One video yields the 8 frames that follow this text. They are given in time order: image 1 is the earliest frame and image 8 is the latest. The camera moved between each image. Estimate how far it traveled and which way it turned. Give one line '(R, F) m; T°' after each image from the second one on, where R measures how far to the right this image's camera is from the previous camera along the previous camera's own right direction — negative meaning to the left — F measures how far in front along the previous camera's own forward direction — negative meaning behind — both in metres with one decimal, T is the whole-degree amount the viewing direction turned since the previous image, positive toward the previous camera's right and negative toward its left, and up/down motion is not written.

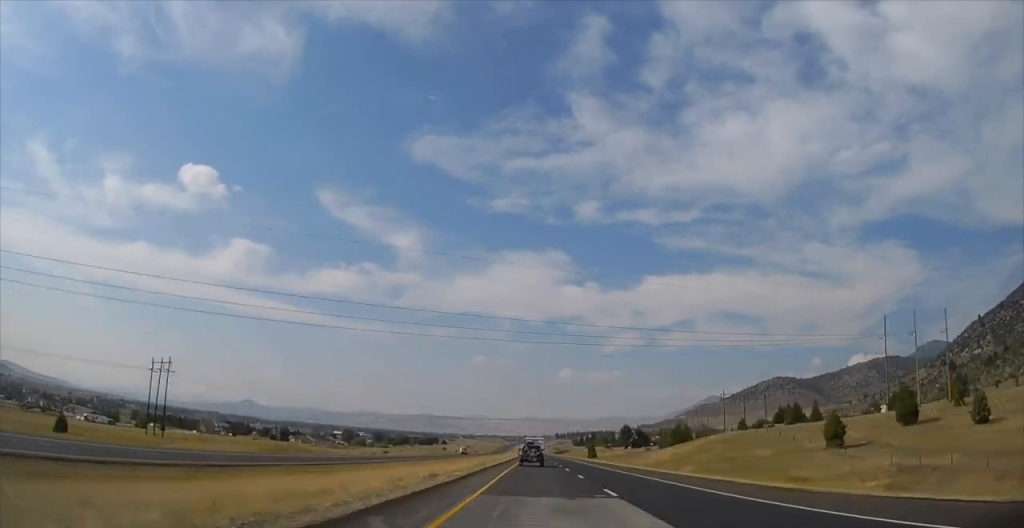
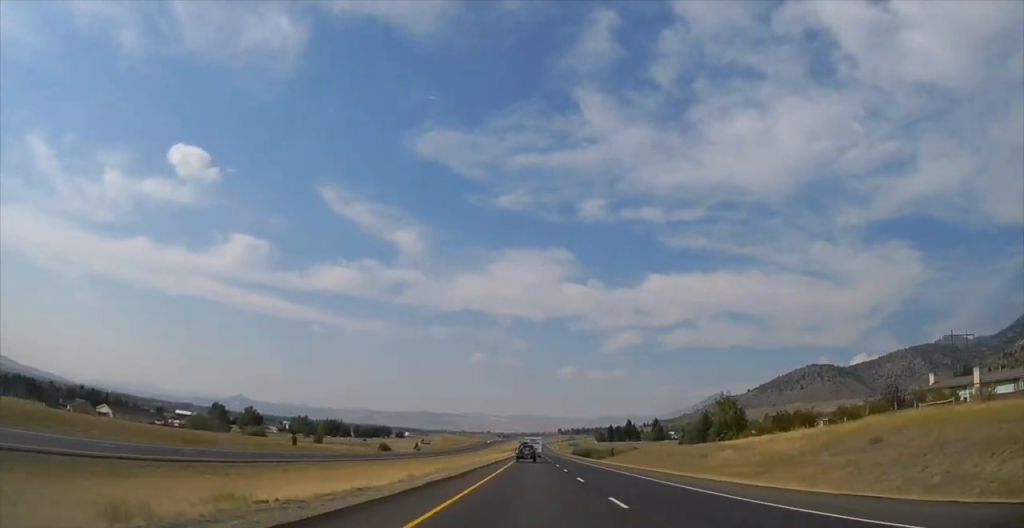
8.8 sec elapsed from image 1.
(-0.3, +276.8) m; 0°
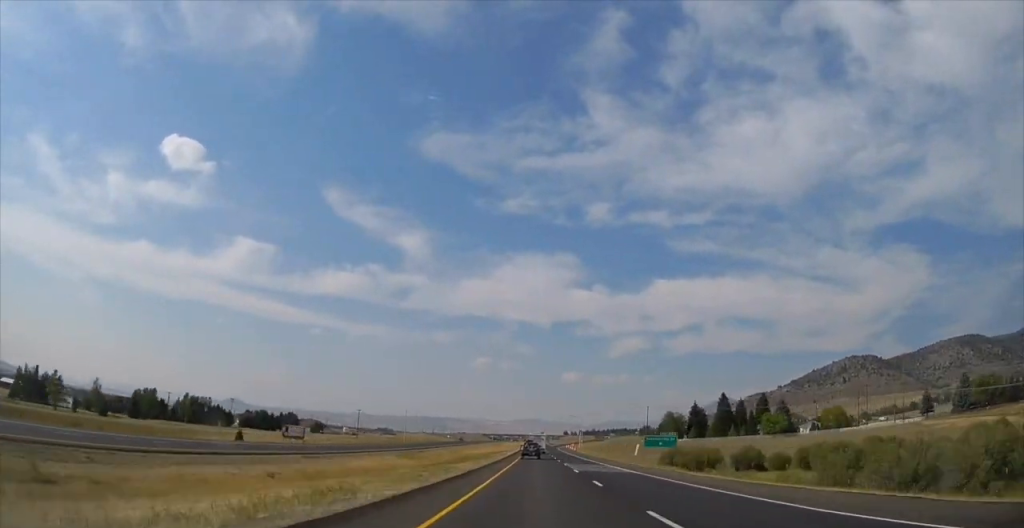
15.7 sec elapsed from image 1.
(-0.1, +220.3) m; 0°
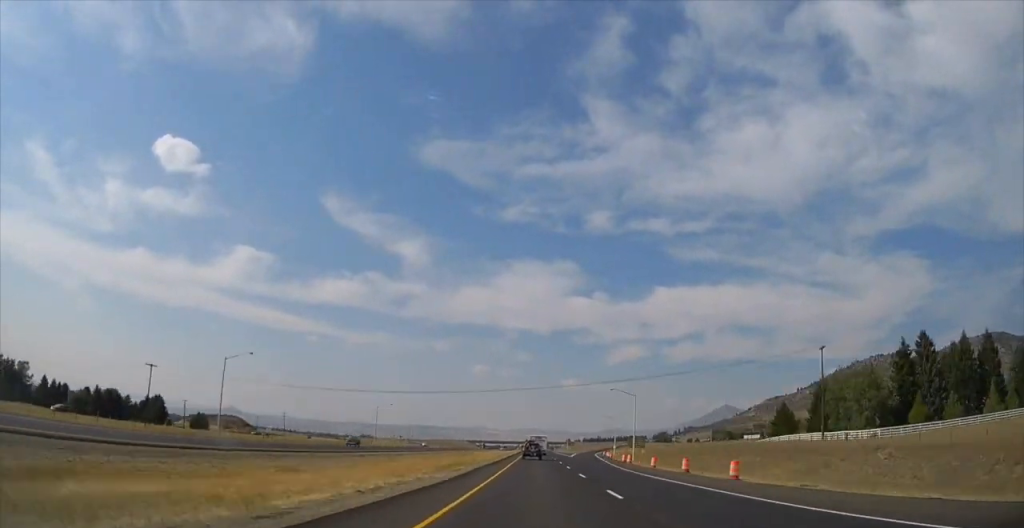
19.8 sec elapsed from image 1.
(+0.4, +125.0) m; 0°
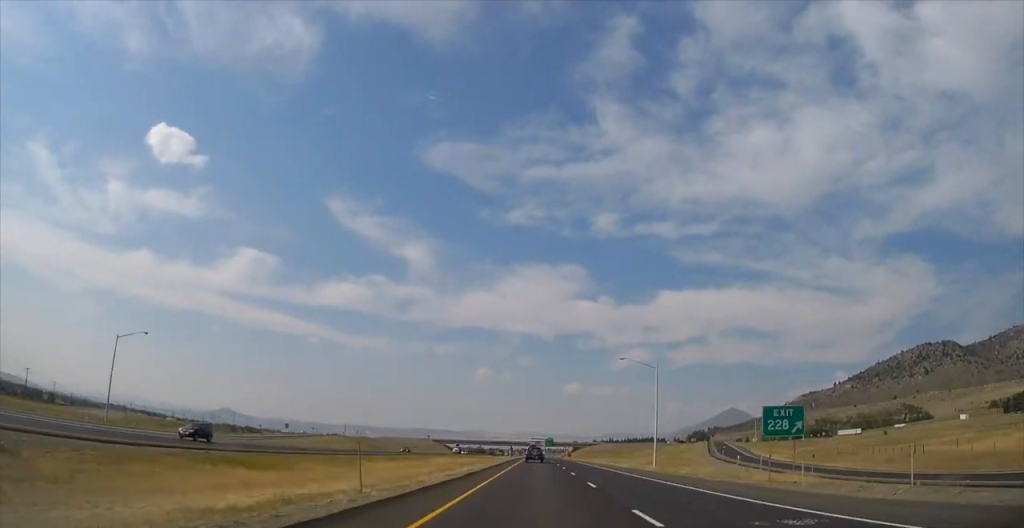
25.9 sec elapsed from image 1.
(-0.2, +191.7) m; 0°
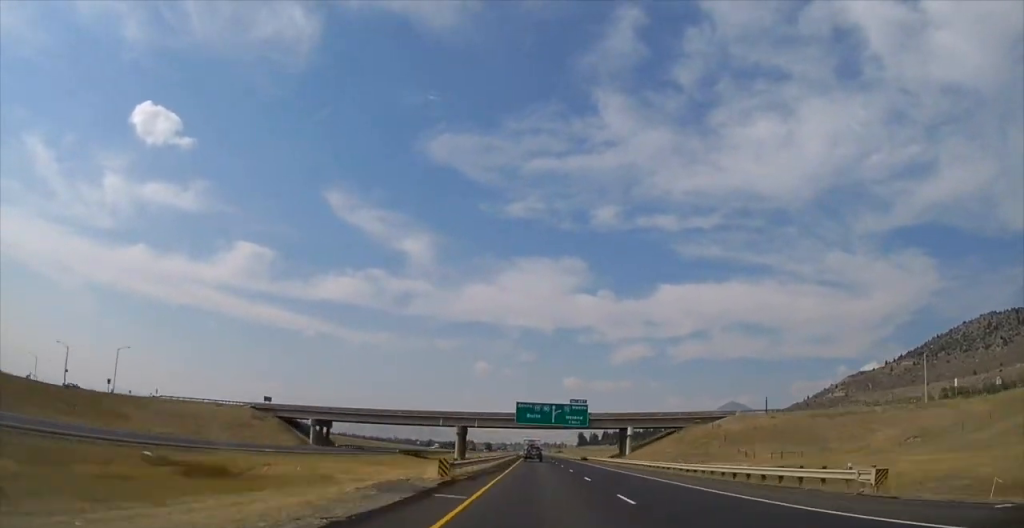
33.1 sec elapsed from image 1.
(0.0, +231.2) m; 0°
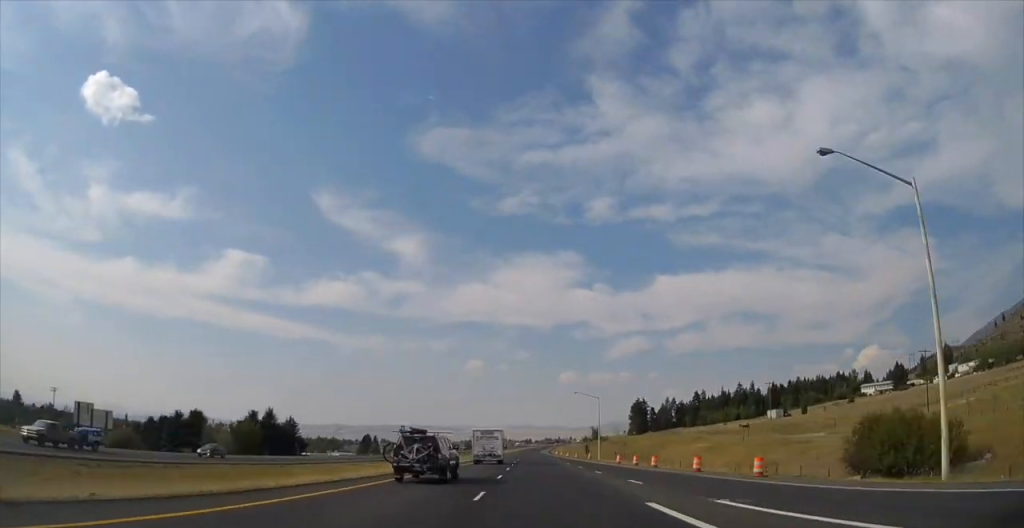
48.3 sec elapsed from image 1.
(+3.8, +535.3) m; +2°
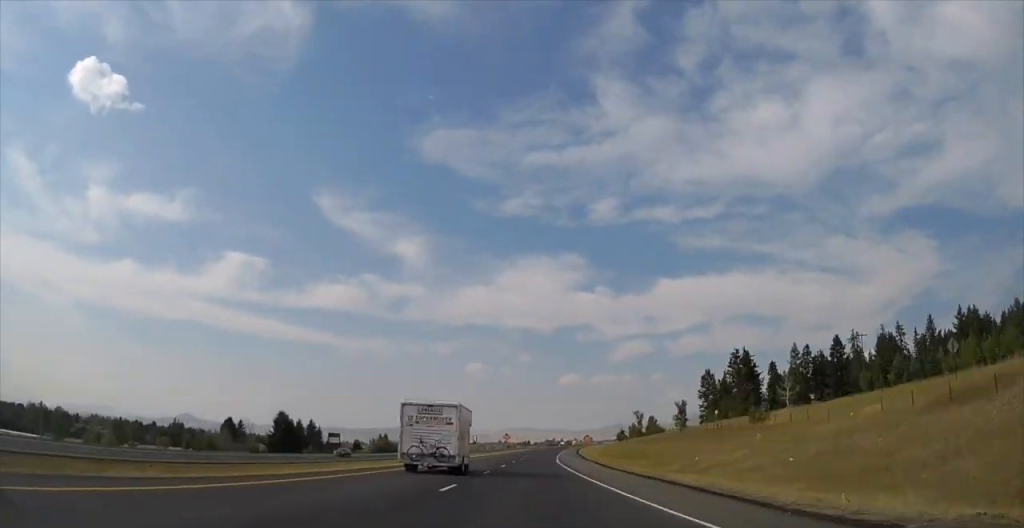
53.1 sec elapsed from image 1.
(-2.8, +176.6) m; +2°
